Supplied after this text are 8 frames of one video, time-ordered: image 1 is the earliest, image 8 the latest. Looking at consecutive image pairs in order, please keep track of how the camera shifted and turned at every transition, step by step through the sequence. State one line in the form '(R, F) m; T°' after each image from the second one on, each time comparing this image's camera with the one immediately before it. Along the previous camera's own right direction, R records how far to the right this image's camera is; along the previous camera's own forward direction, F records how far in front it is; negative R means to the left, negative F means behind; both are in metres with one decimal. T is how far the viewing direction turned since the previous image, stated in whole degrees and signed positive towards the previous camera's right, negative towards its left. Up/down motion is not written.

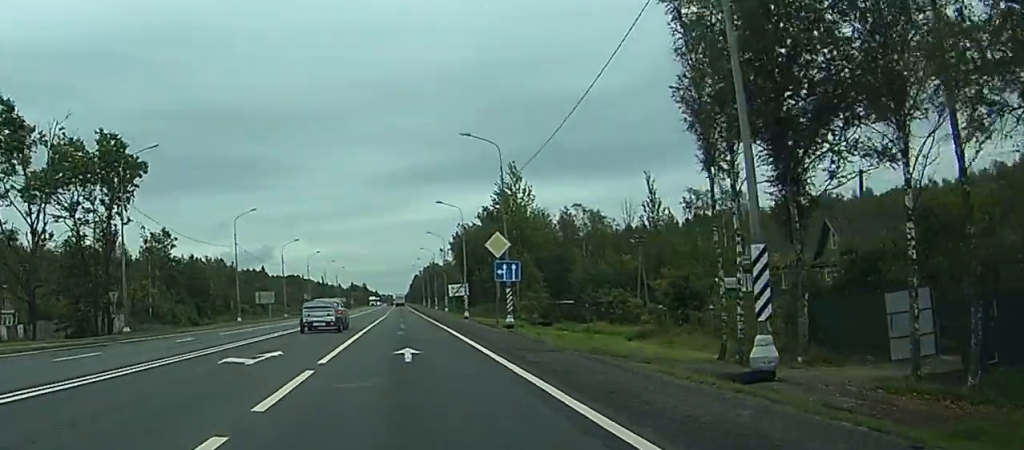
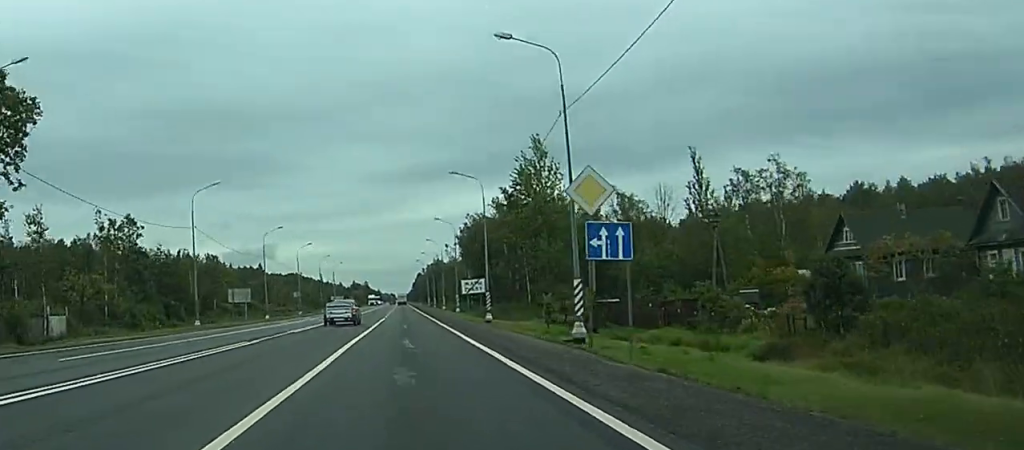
(+0.1, +19.6) m; 0°
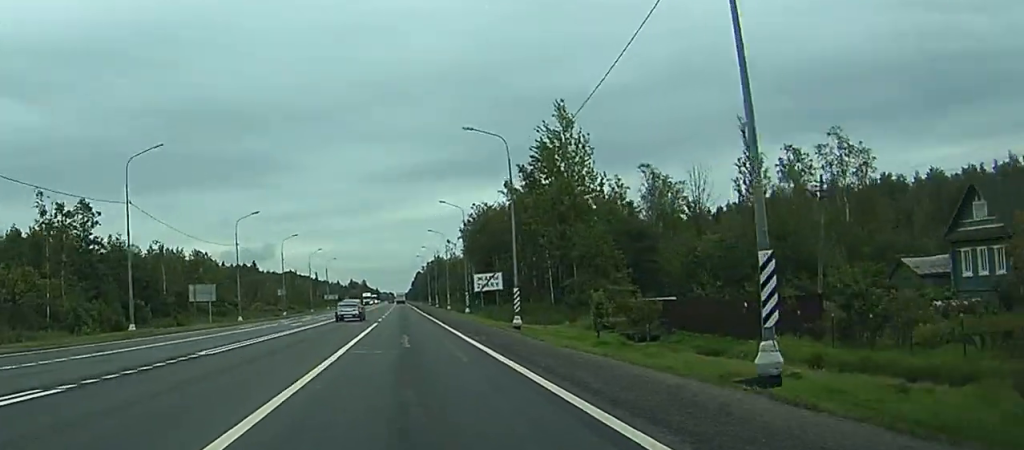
(0.0, +17.1) m; 0°
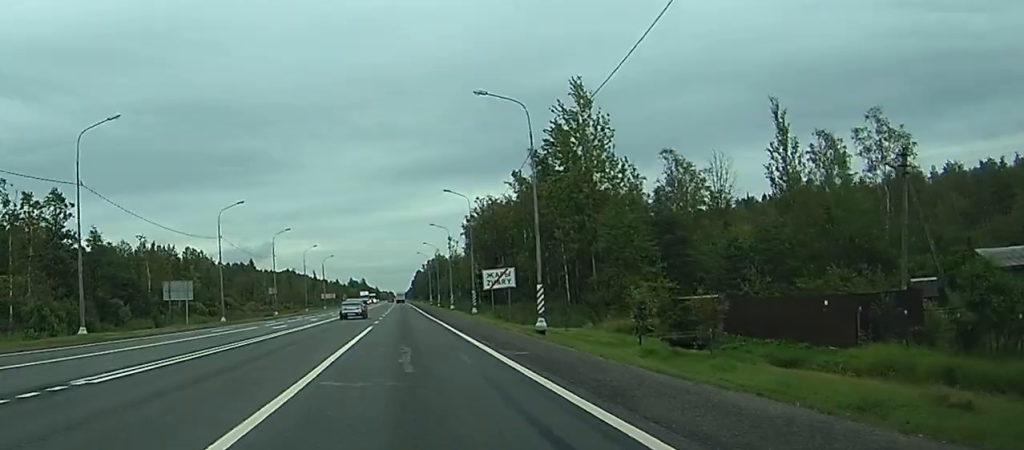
(0.0, +8.6) m; 0°
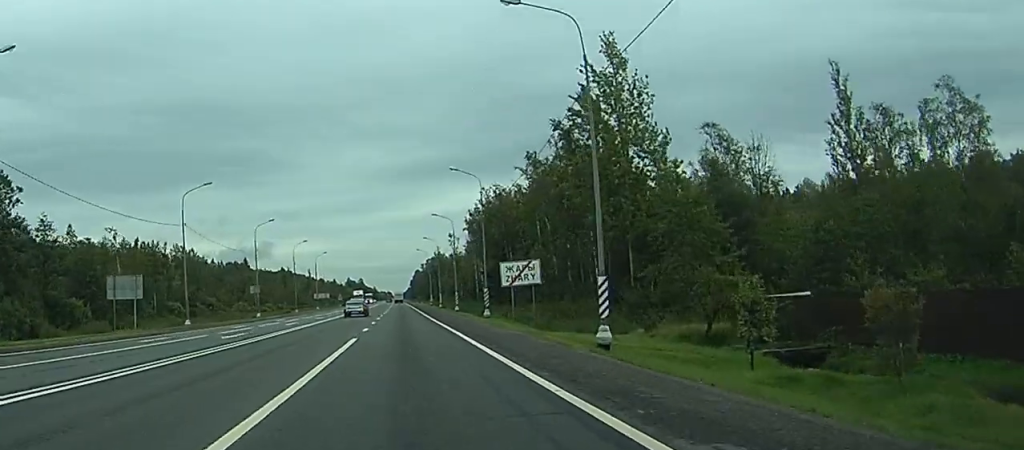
(-0.1, +13.3) m; 0°
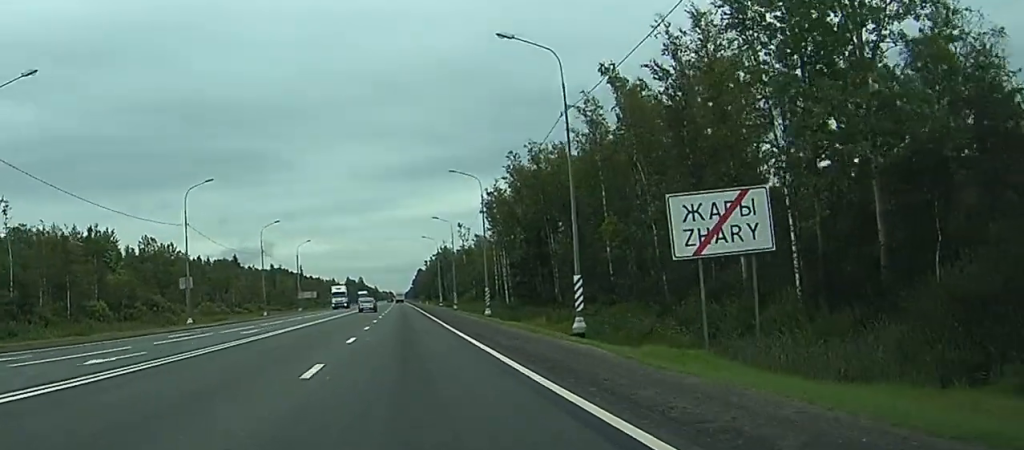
(+0.2, +35.0) m; 0°
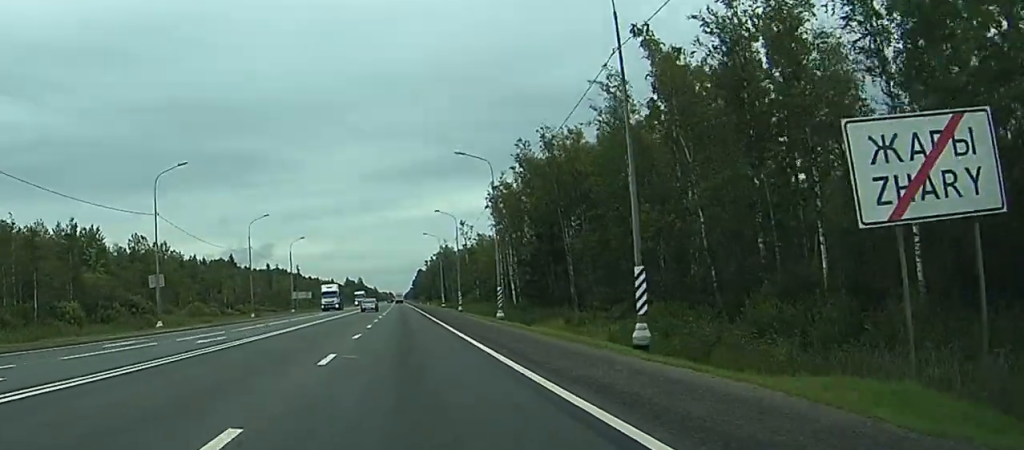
(0.0, +8.8) m; 0°
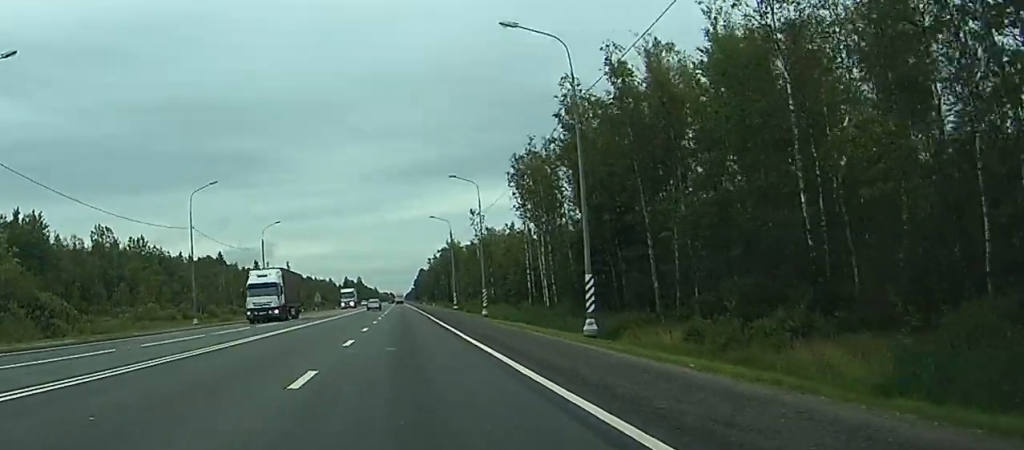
(-0.2, +28.6) m; 0°
